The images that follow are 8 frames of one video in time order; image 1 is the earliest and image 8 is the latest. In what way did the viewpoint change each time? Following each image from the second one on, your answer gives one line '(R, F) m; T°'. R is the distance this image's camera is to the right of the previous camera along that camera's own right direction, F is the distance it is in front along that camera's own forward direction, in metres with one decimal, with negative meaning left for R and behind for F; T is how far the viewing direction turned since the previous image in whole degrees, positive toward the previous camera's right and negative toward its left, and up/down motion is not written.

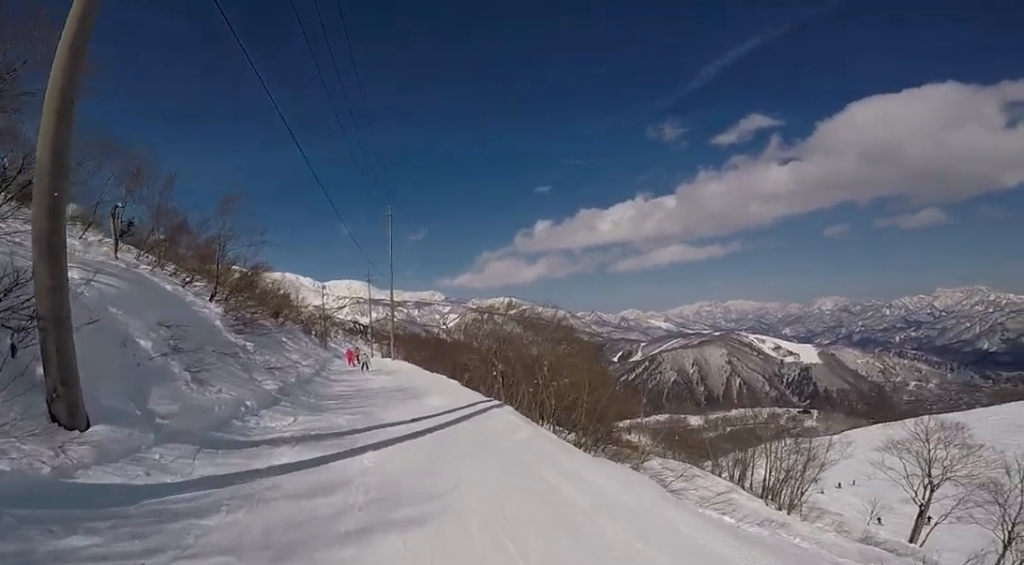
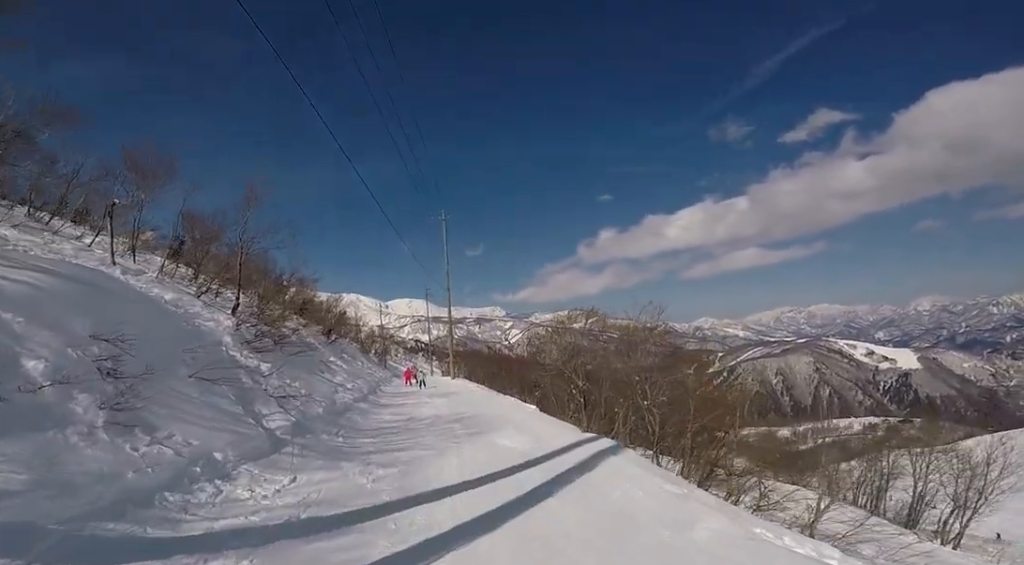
(0.0, +3.8) m; 0°
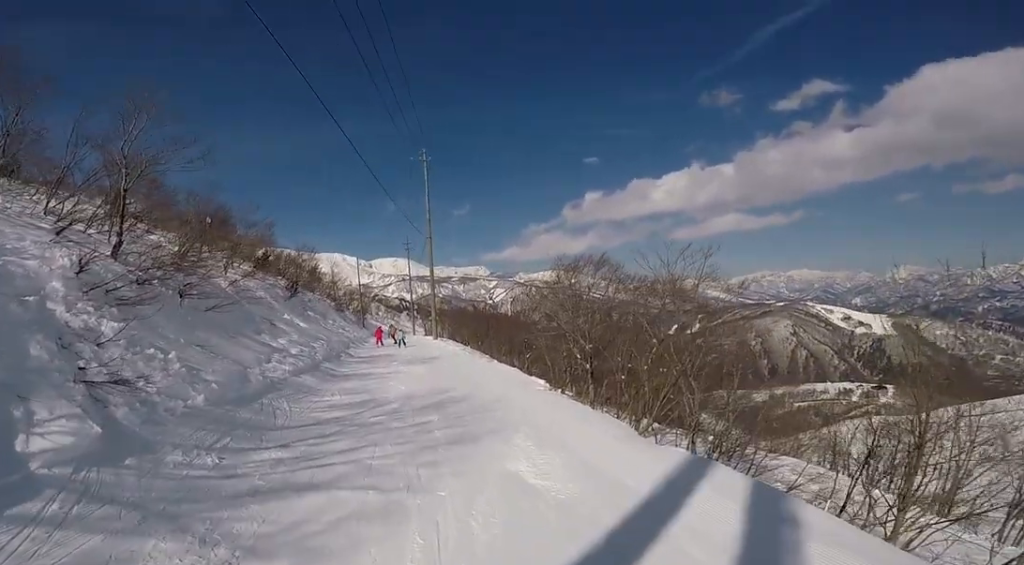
(0.0, +4.6) m; 0°
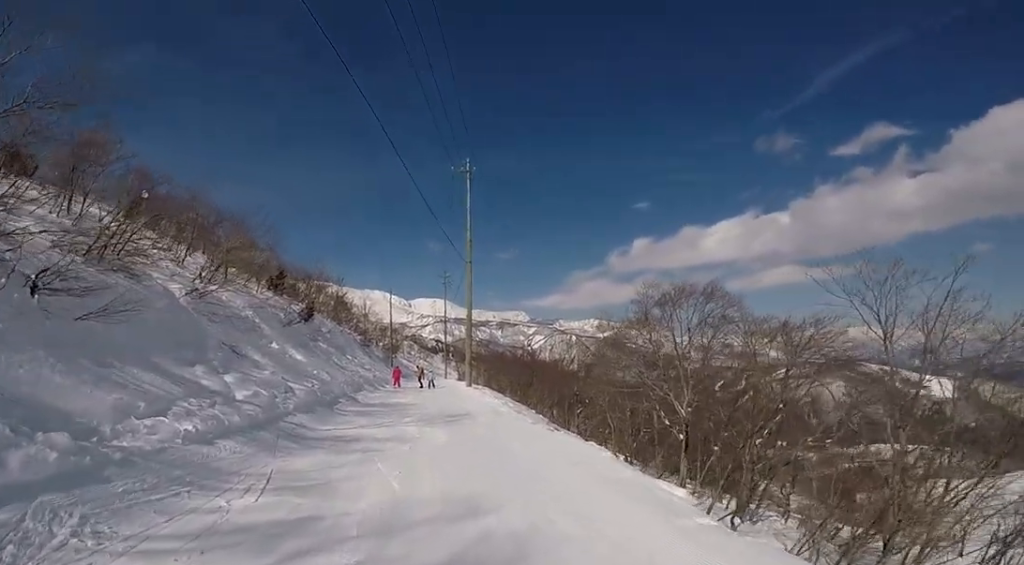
(0.0, +5.3) m; 0°
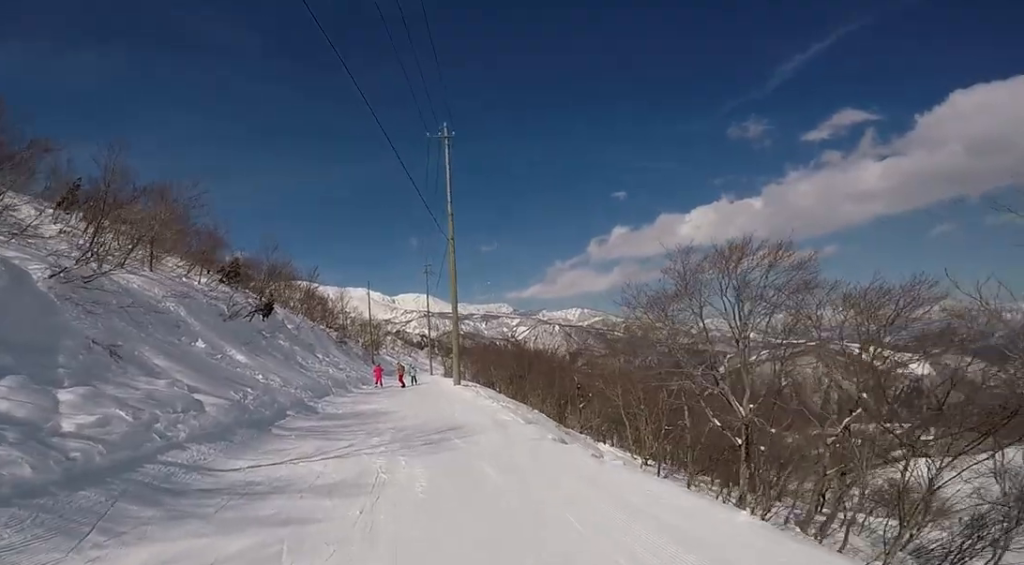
(0.0, +3.6) m; 0°
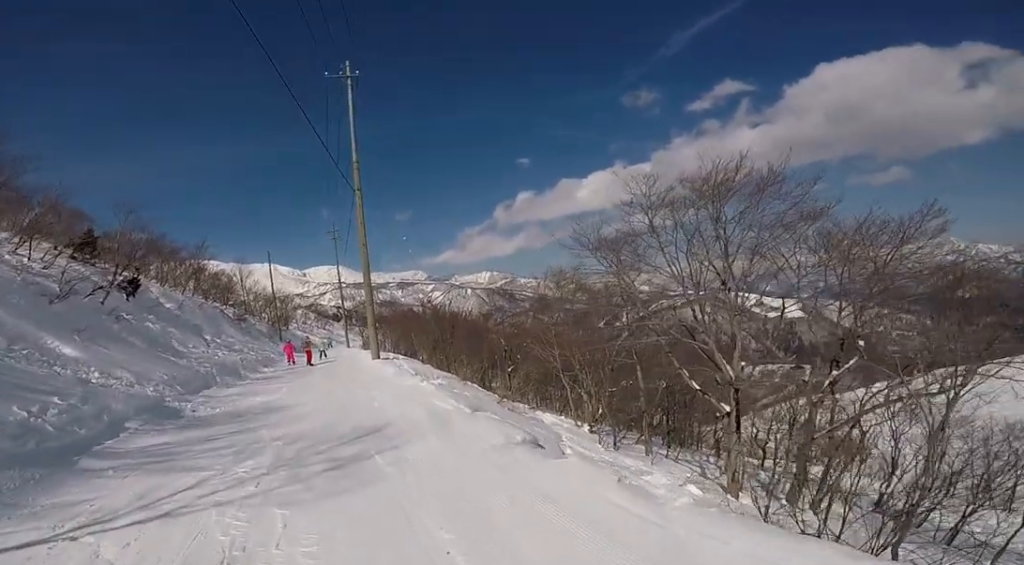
(0.0, +3.2) m; 0°
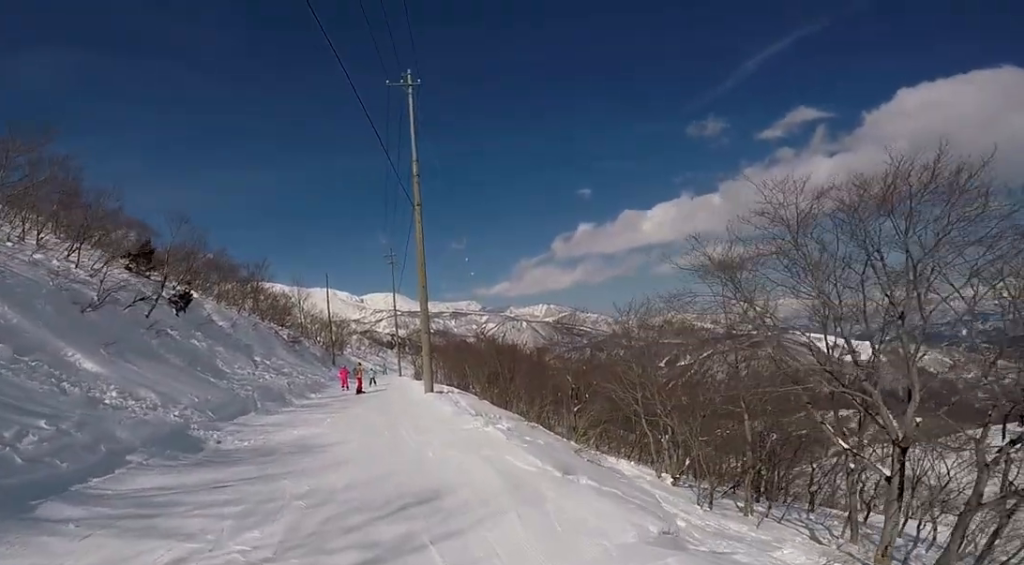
(0.0, +1.9) m; 0°
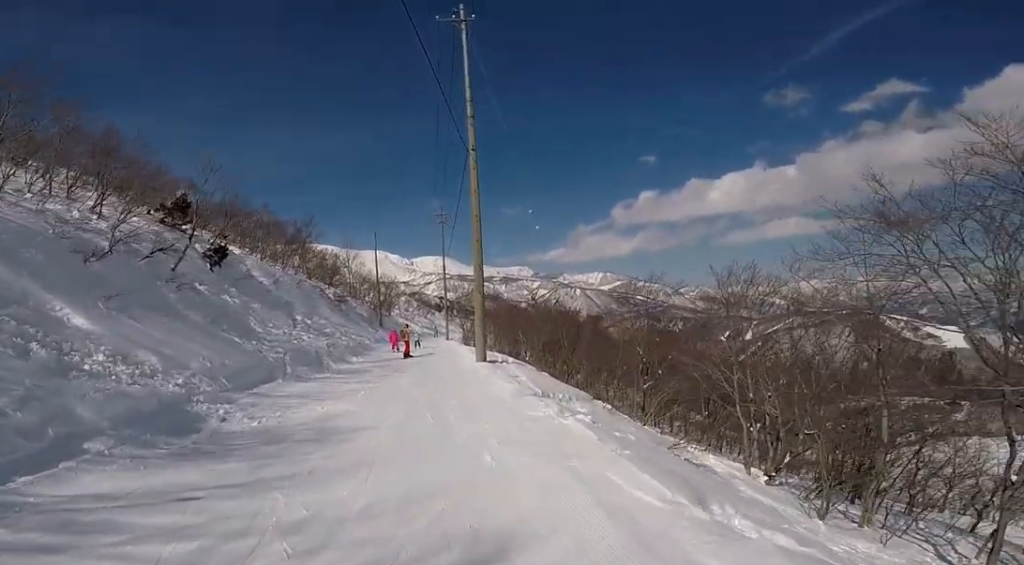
(0.0, +2.3) m; 0°
